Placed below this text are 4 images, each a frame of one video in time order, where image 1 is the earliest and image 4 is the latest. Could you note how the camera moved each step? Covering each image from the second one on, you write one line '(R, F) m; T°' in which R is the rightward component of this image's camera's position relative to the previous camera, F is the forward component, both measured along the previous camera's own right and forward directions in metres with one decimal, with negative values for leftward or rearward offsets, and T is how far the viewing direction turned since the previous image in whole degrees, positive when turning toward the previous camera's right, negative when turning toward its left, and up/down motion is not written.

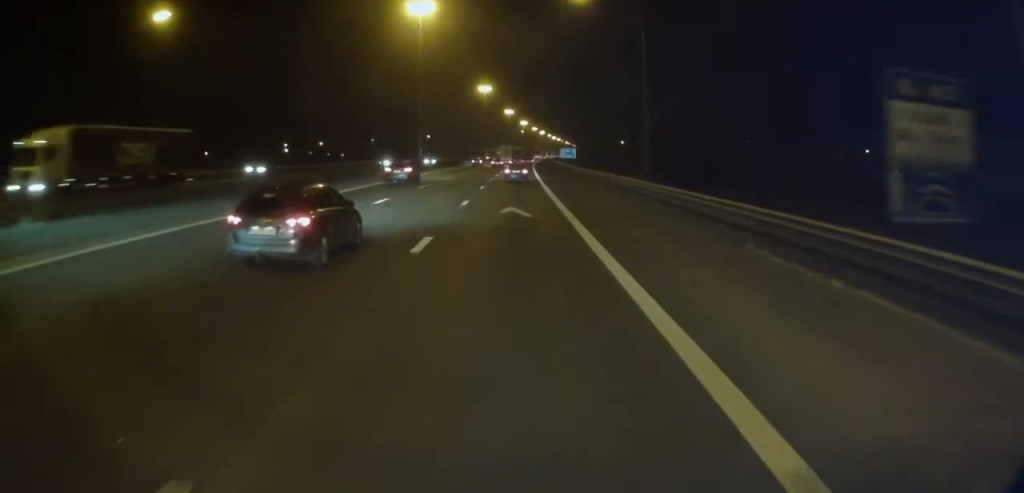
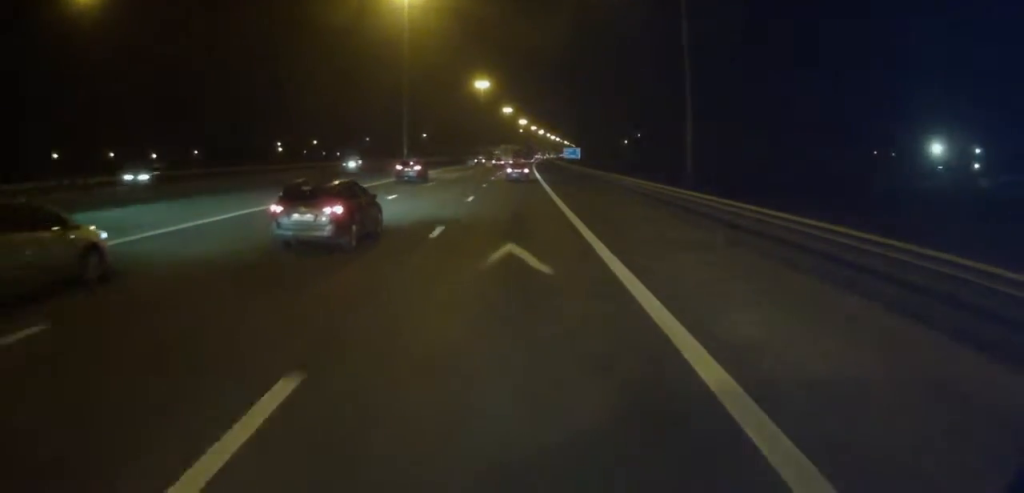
(0.0, +10.2) m; 0°
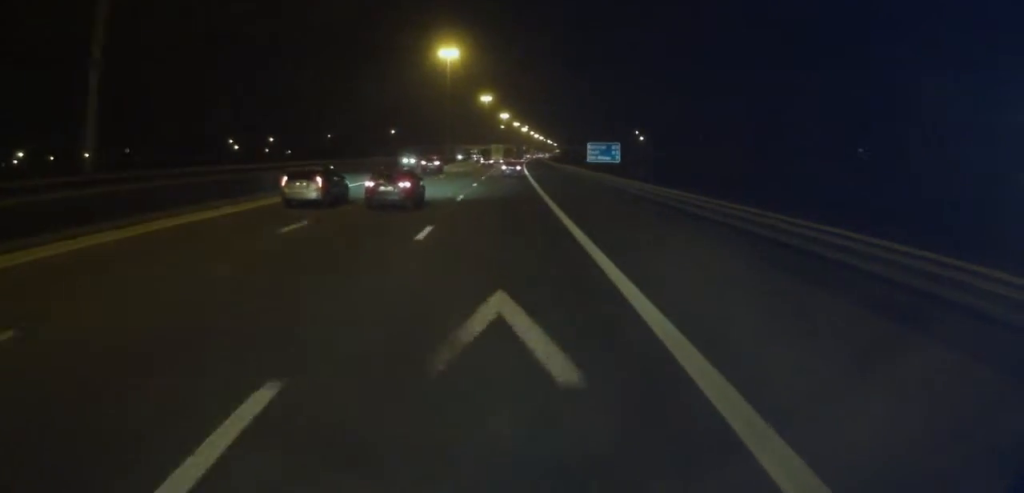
(0.0, +50.2) m; +1°
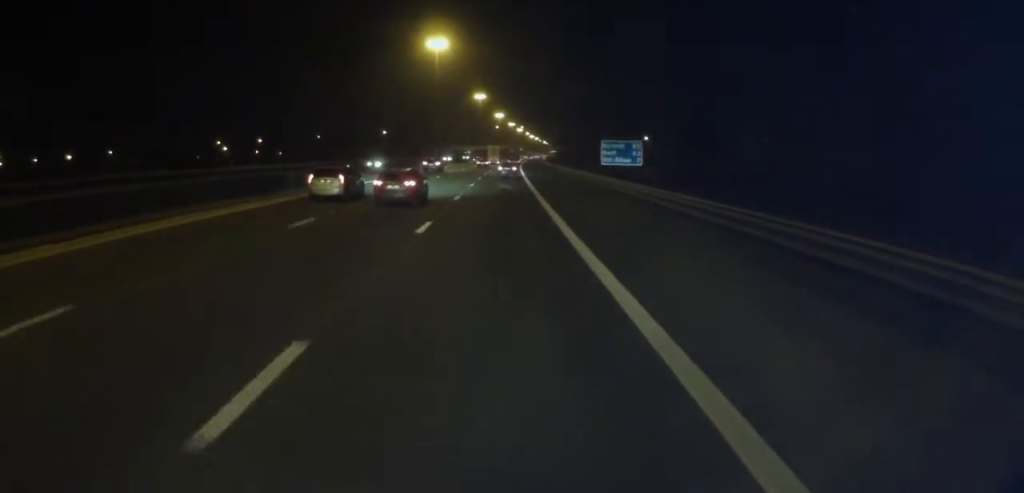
(0.0, +11.0) m; 0°
